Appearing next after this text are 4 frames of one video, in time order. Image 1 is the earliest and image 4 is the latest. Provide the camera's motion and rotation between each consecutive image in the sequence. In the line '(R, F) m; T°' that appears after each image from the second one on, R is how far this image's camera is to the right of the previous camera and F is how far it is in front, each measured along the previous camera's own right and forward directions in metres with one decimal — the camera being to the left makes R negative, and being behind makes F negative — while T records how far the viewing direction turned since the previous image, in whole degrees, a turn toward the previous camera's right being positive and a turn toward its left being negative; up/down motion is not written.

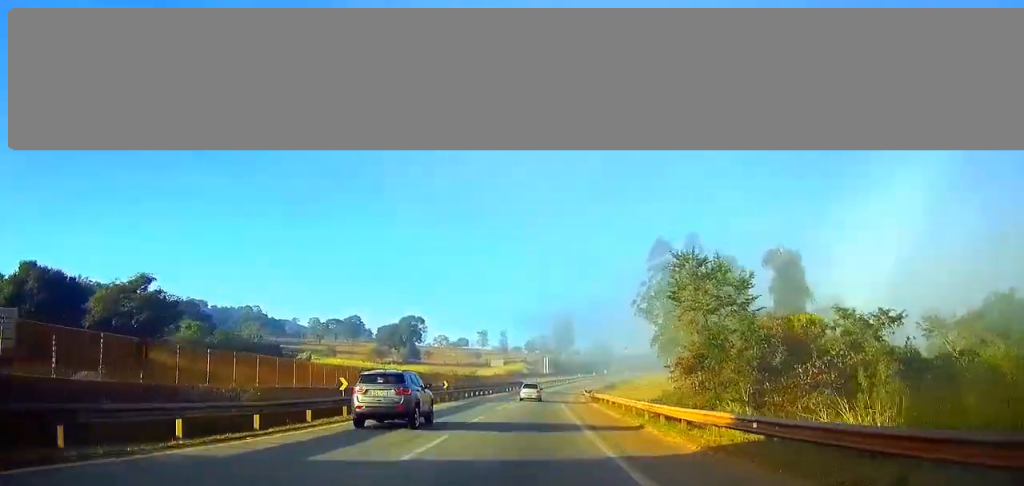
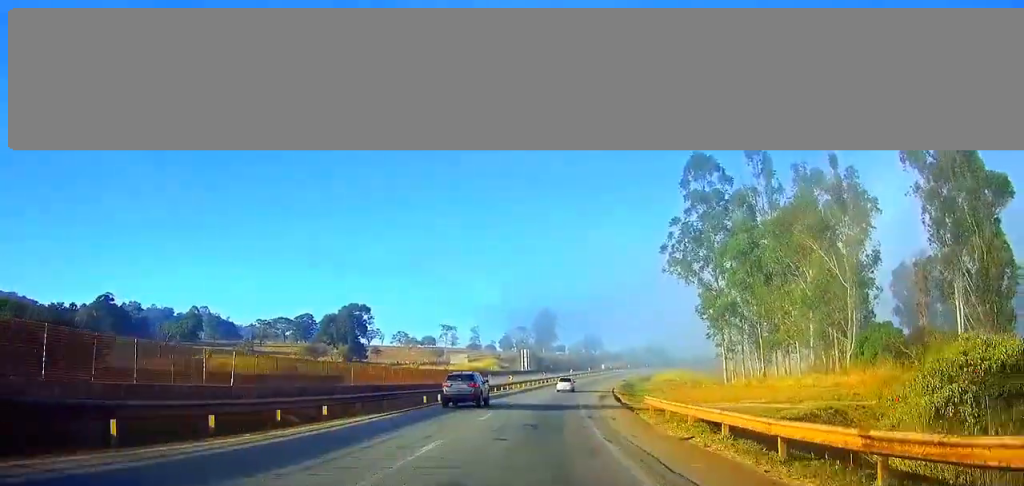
(+0.8, +60.2) m; +2°
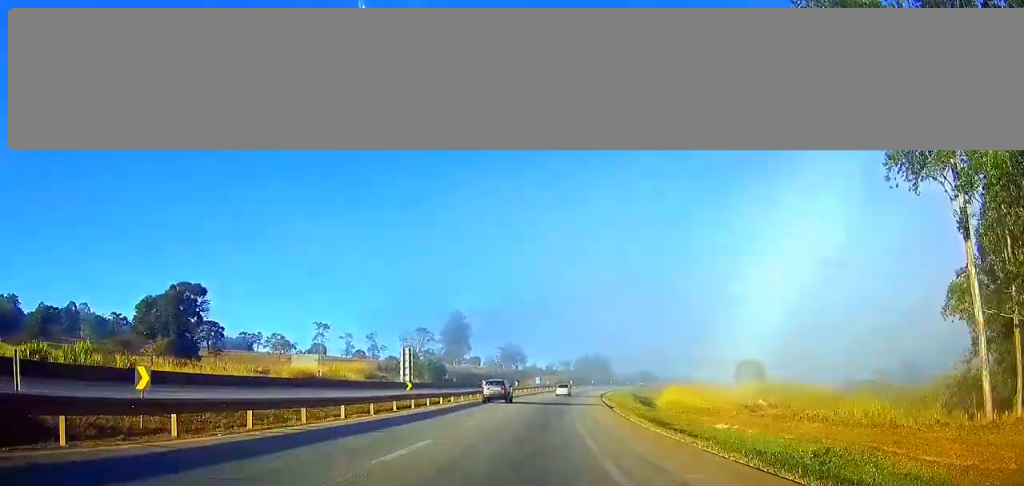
(+3.5, +72.5) m; +6°
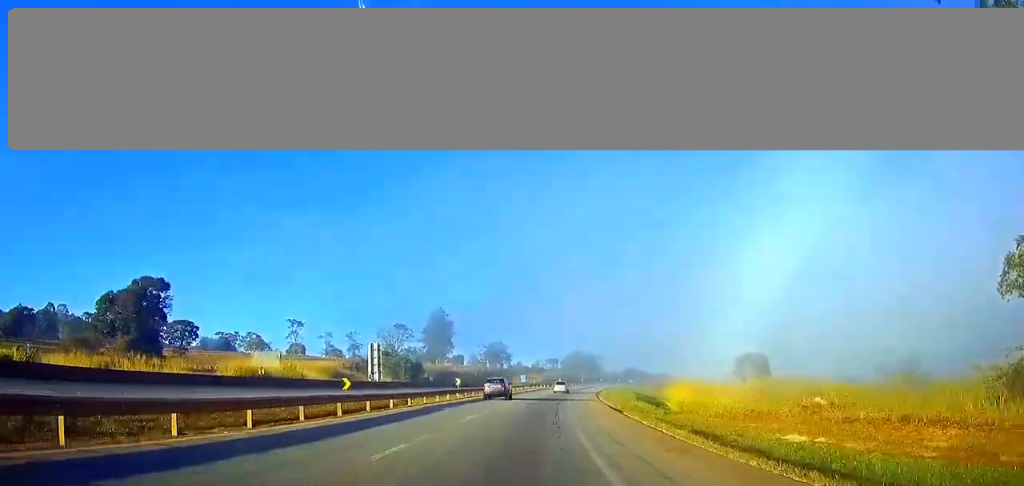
(+0.2, +11.8) m; +1°
